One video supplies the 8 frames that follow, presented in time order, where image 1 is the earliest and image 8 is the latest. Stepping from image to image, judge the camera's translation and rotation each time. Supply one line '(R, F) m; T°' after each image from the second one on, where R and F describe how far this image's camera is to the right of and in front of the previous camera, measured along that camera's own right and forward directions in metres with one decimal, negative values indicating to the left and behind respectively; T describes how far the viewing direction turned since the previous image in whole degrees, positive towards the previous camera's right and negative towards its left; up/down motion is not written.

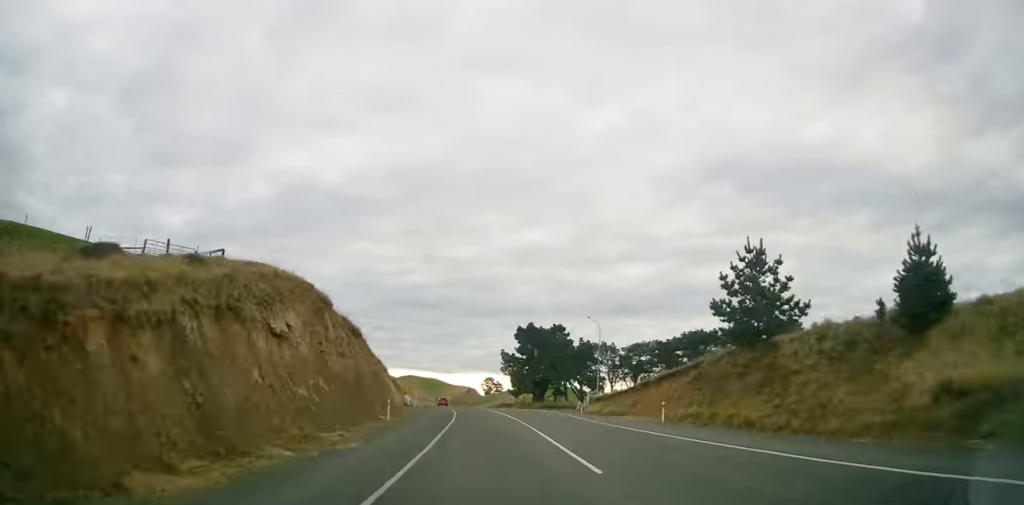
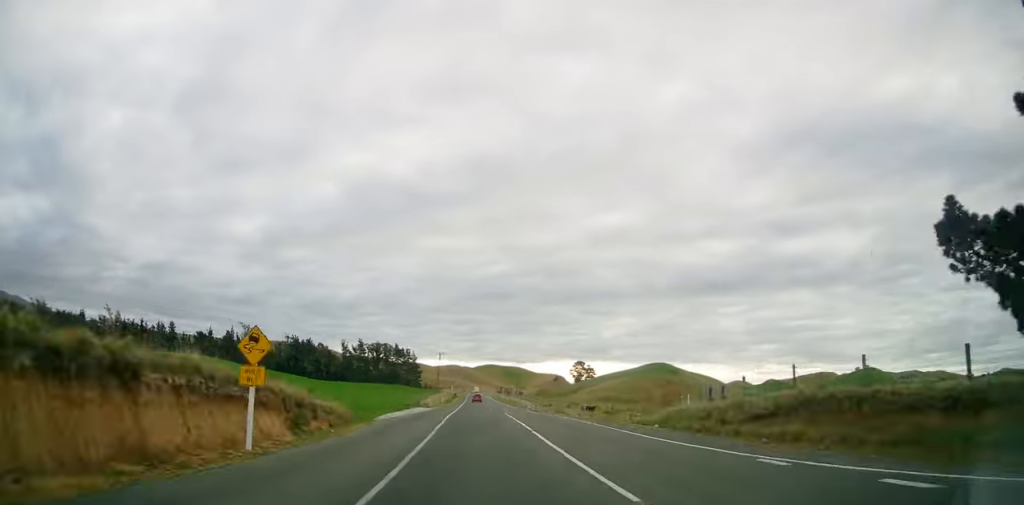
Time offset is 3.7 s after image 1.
(-5.4, +86.0) m; -5°
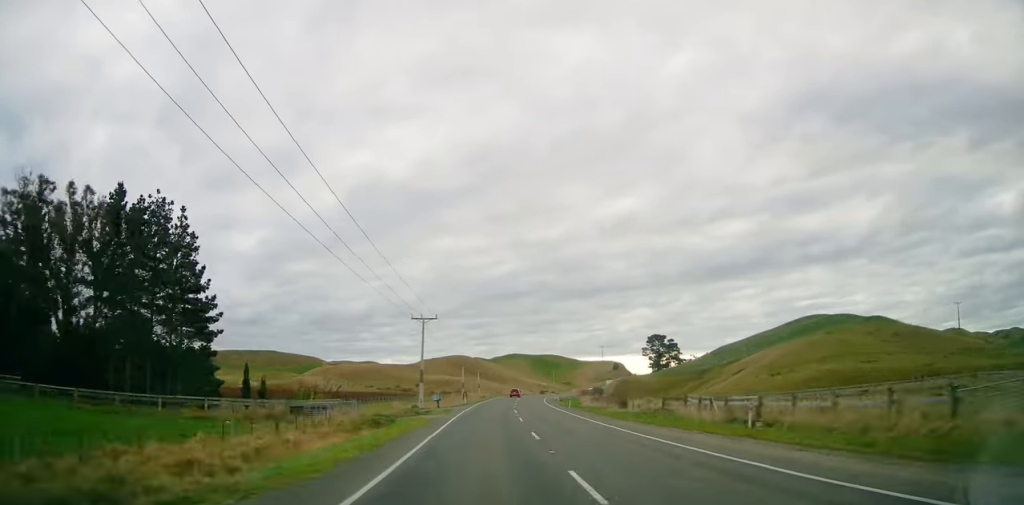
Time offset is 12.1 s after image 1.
(-5.9, +200.7) m; +2°
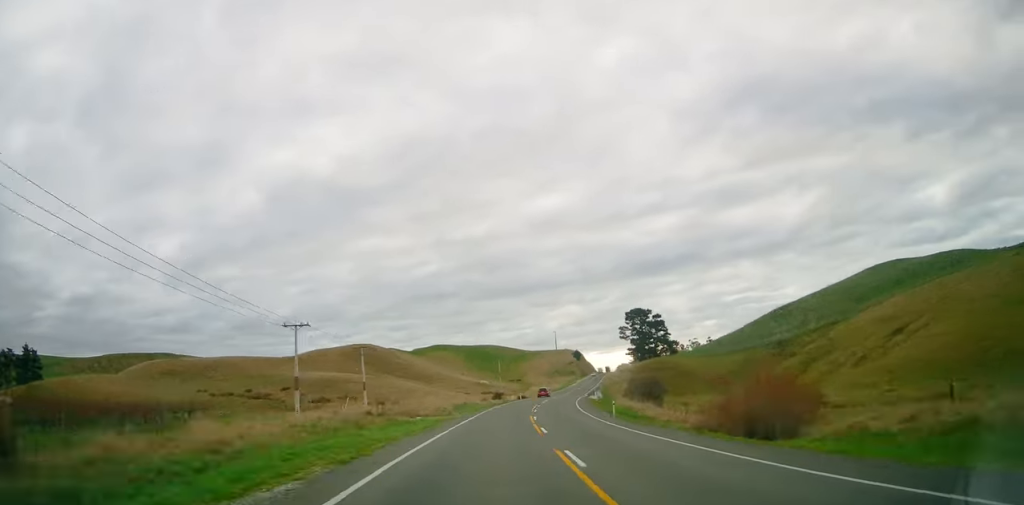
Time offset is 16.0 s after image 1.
(+5.4, +93.5) m; +8°
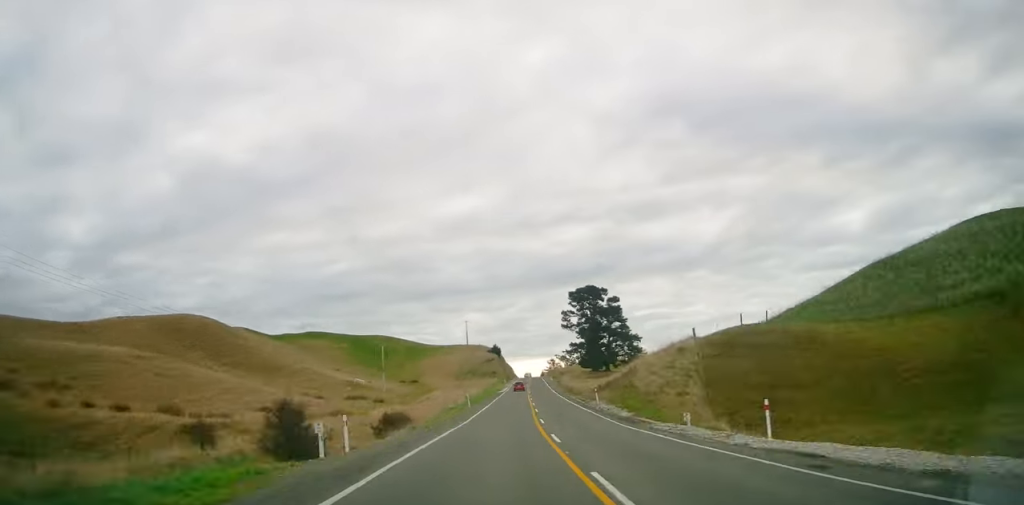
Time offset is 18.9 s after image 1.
(+4.5, +69.8) m; +6°
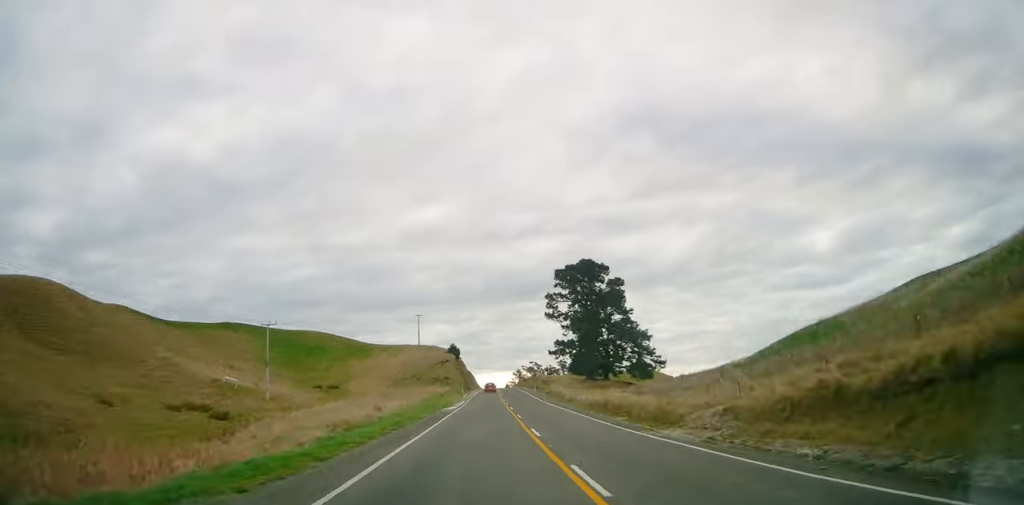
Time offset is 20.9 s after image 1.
(+2.2, +47.3) m; +3°
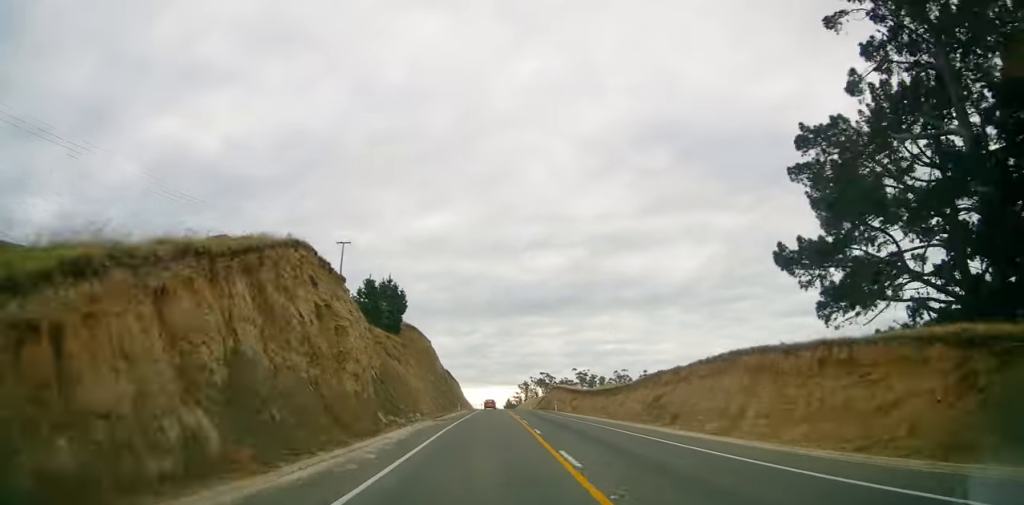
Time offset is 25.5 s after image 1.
(+2.4, +102.8) m; +1°
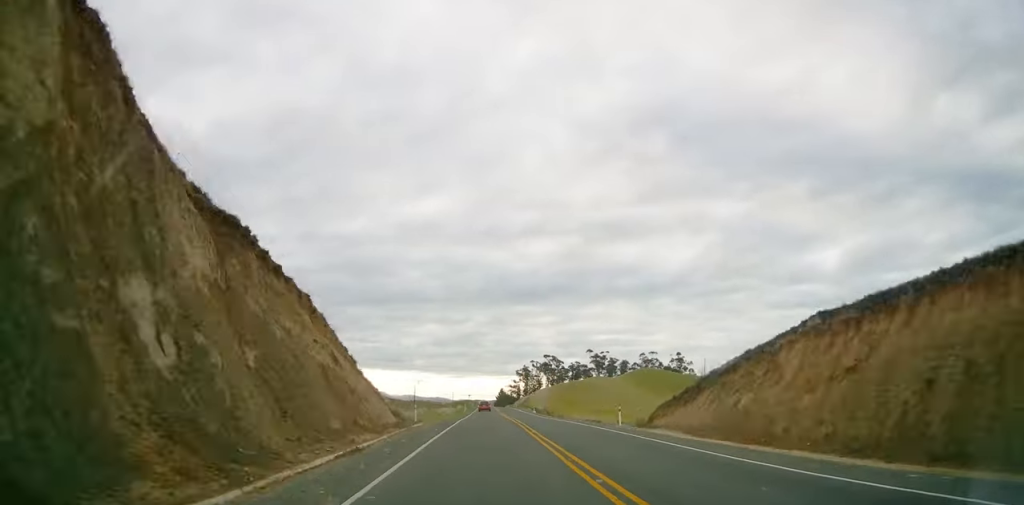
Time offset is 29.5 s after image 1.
(-0.6, +86.2) m; +1°
